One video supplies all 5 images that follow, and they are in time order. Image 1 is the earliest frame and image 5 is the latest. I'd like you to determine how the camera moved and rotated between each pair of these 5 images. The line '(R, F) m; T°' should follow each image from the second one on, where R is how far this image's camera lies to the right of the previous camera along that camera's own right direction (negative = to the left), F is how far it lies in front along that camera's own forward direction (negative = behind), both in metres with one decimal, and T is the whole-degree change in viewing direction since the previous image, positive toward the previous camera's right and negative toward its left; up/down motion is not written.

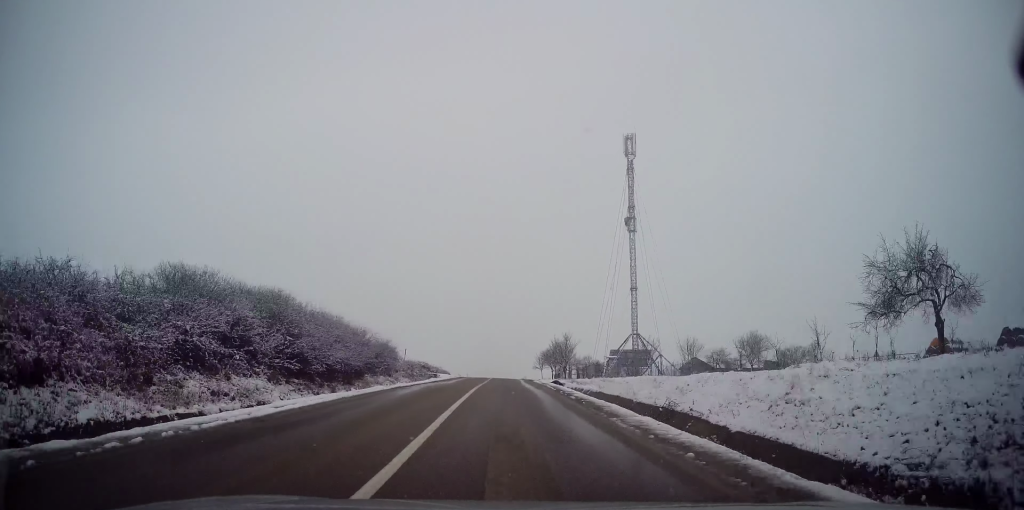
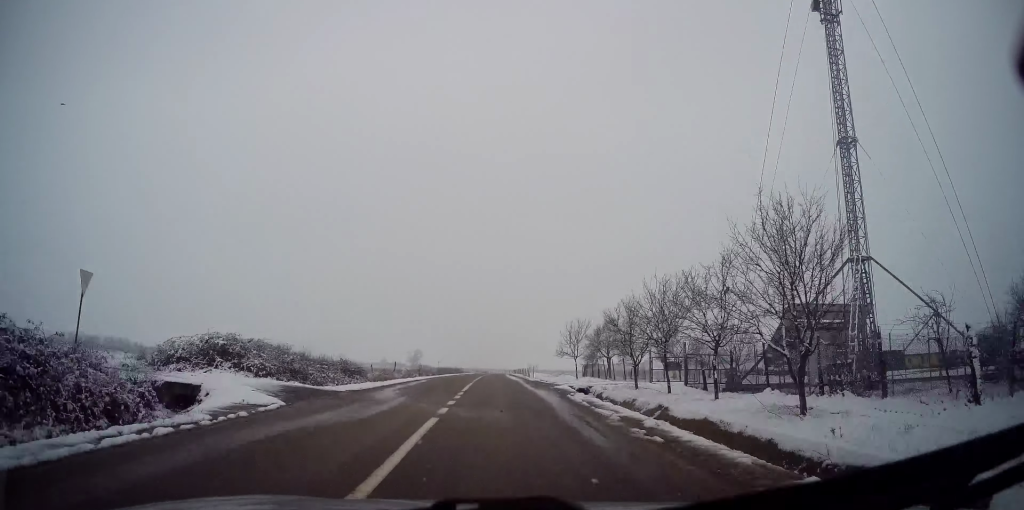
(+0.6, +42.7) m; +1°
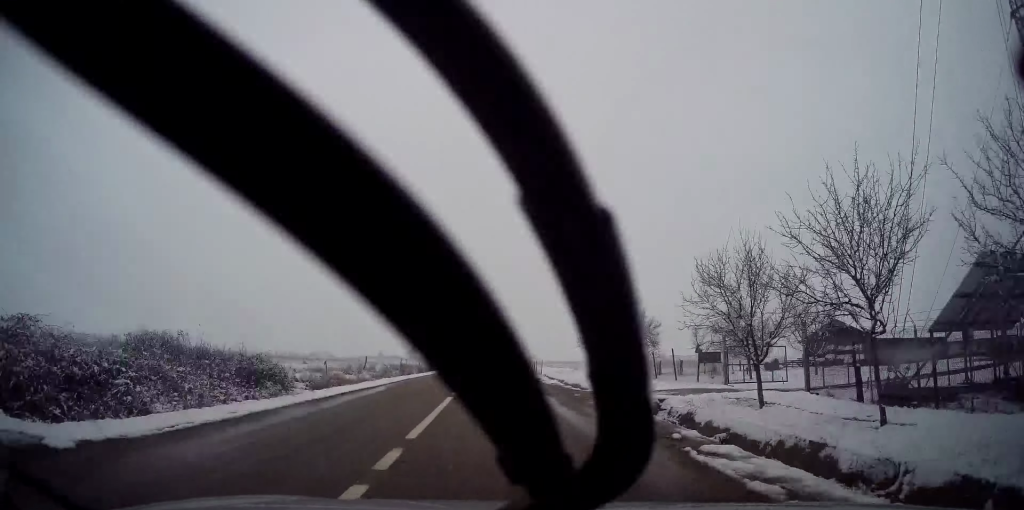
(-0.1, +11.3) m; 0°
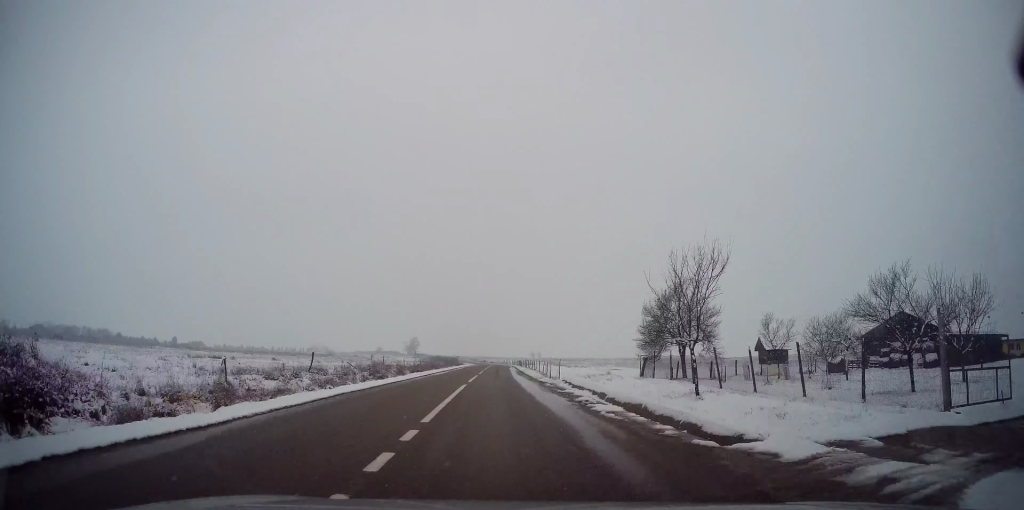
(+0.1, +12.2) m; 0°
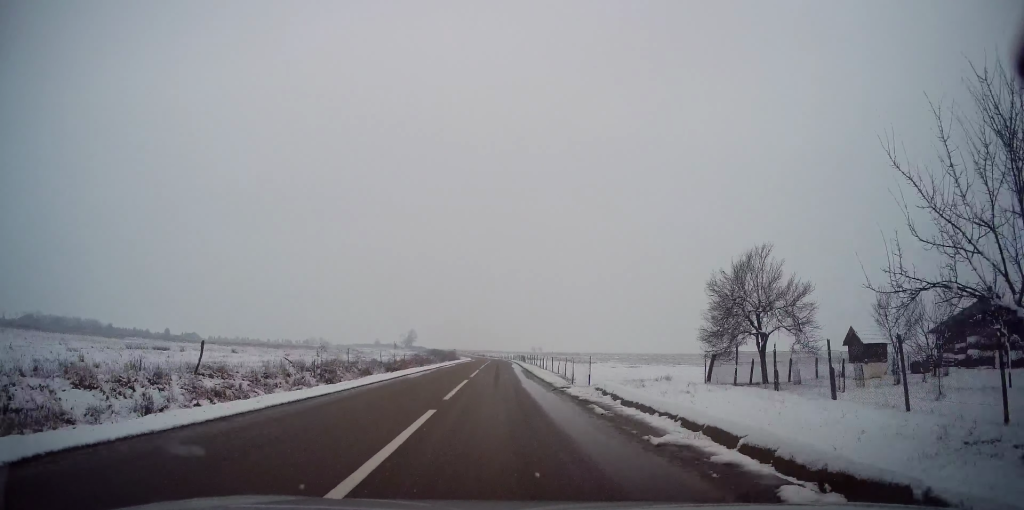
(0.0, +11.3) m; 0°
